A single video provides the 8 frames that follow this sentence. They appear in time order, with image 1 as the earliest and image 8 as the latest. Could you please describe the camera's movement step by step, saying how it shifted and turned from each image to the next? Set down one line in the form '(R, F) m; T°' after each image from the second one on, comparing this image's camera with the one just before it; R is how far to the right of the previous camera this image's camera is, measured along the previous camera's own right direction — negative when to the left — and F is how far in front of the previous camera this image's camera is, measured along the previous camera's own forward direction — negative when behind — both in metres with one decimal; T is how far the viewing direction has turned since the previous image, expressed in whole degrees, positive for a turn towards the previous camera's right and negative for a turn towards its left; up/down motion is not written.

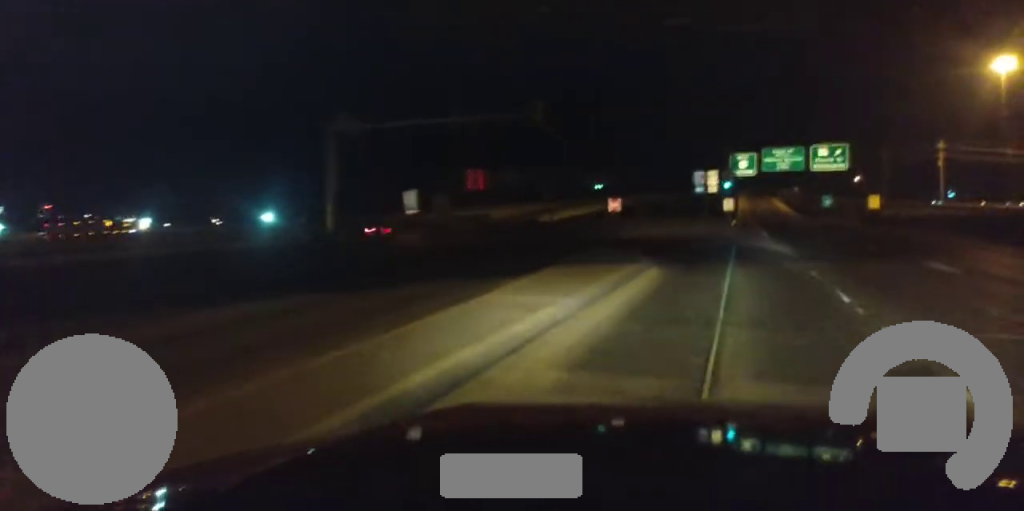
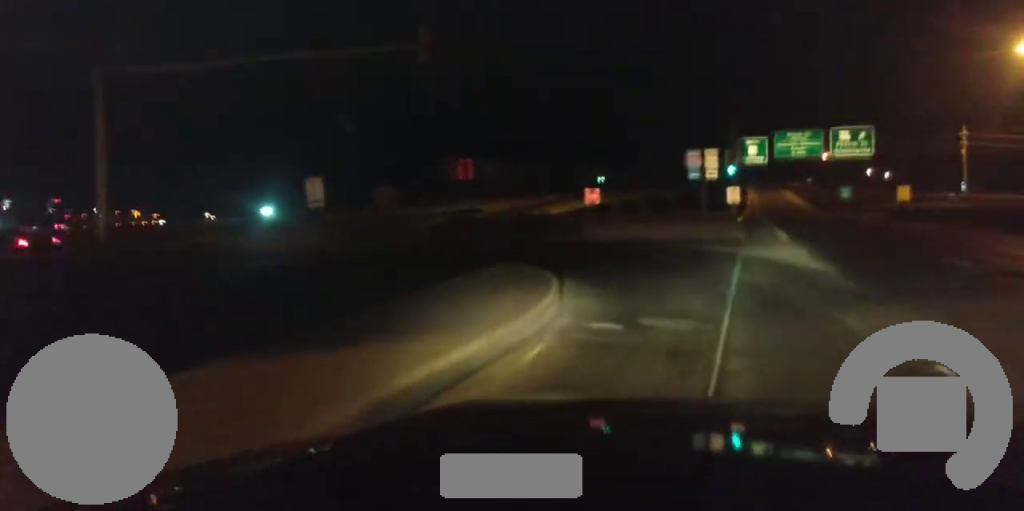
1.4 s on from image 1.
(-0.1, +12.8) m; -5°
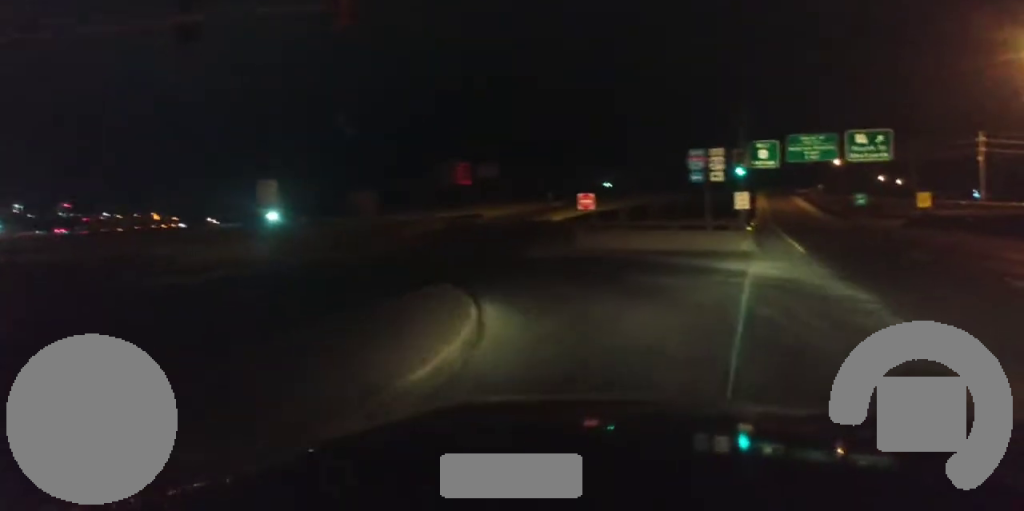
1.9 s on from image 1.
(-0.2, +4.8) m; -4°
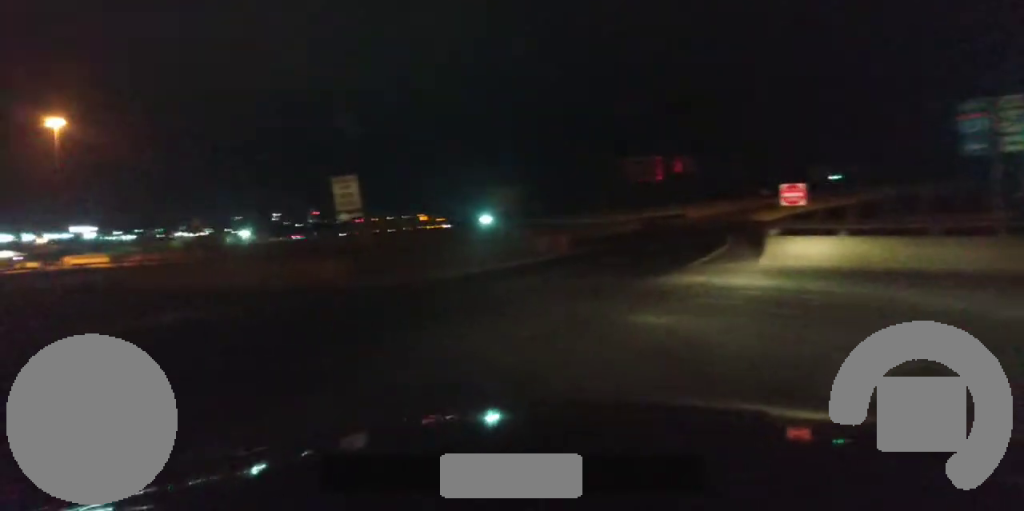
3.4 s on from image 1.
(-1.2, +10.5) m; -16°
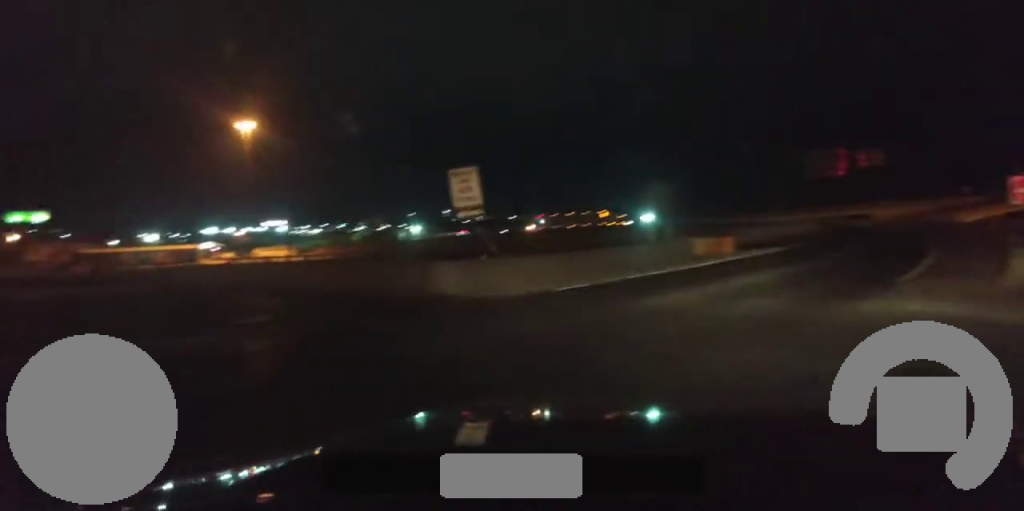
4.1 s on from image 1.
(-0.3, +4.2) m; -9°
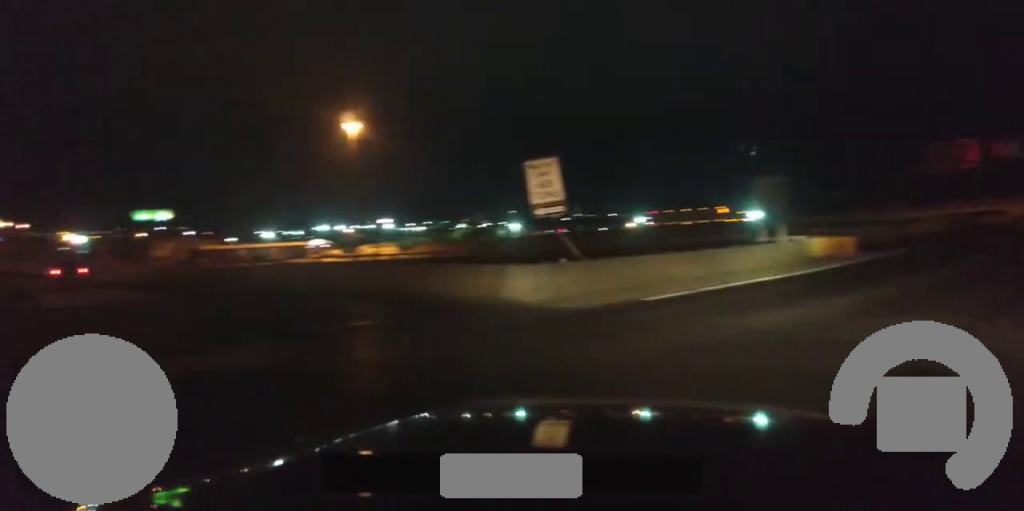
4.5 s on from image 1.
(-0.2, +2.4) m; -4°
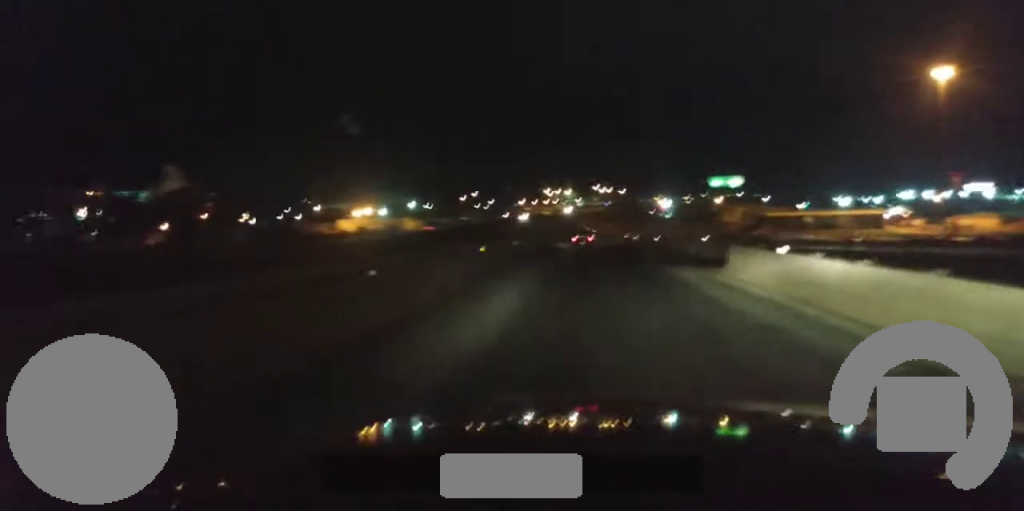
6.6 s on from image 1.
(-4.8, +12.3) m; -42°
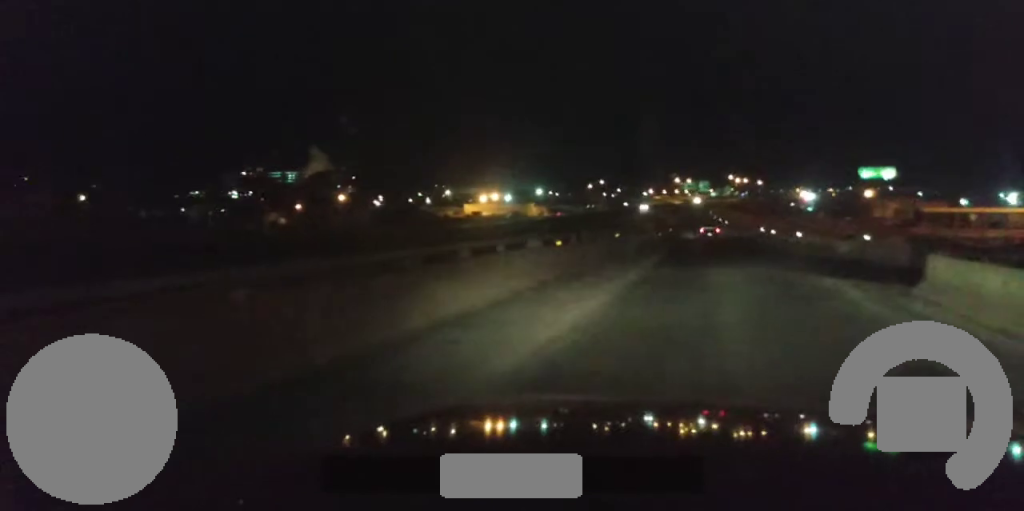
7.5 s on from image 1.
(-0.6, +7.3) m; -5°
